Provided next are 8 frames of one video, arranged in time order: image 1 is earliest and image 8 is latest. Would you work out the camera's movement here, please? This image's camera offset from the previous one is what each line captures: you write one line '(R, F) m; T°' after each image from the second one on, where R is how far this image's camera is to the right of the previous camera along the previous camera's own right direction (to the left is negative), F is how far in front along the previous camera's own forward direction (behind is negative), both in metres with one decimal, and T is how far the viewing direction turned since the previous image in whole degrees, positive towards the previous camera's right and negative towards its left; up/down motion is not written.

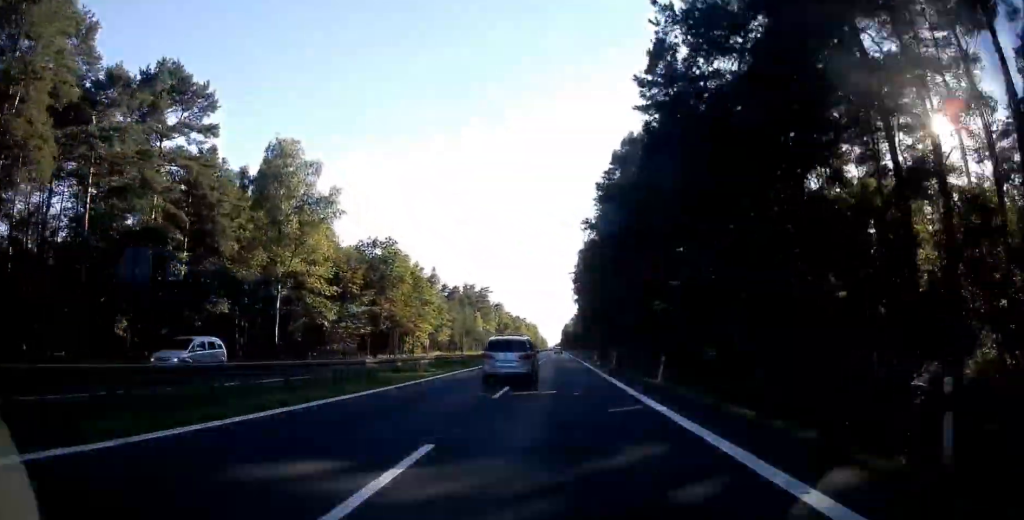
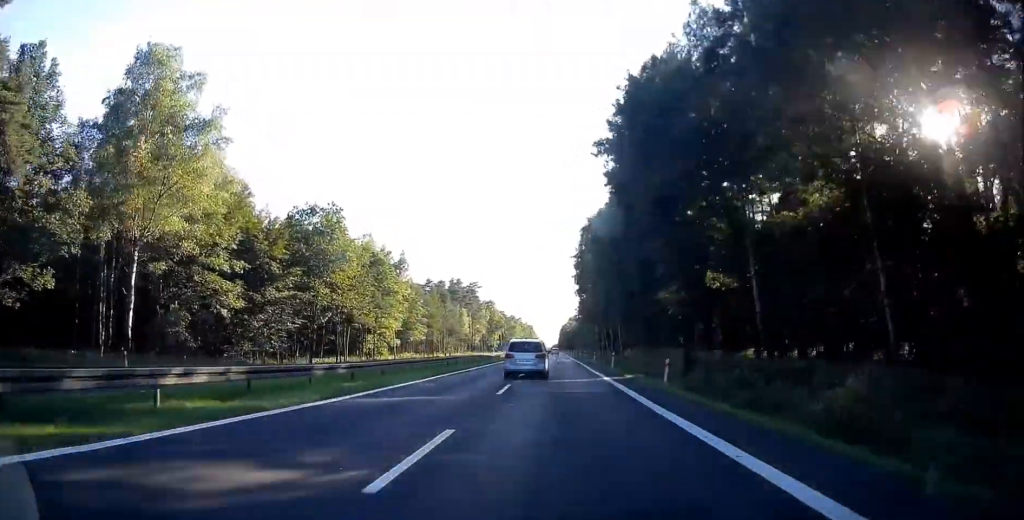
(-0.1, +22.1) m; +1°
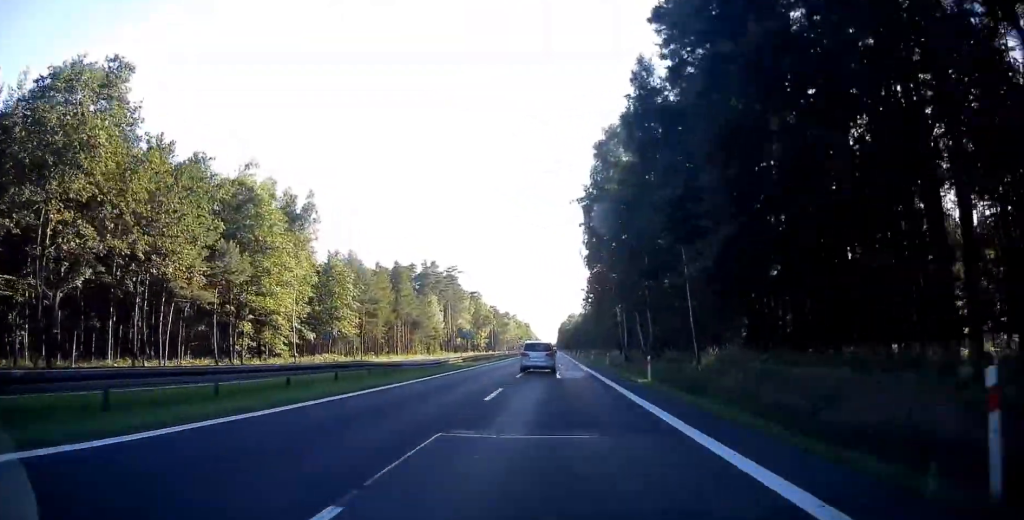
(+0.2, +37.7) m; -1°
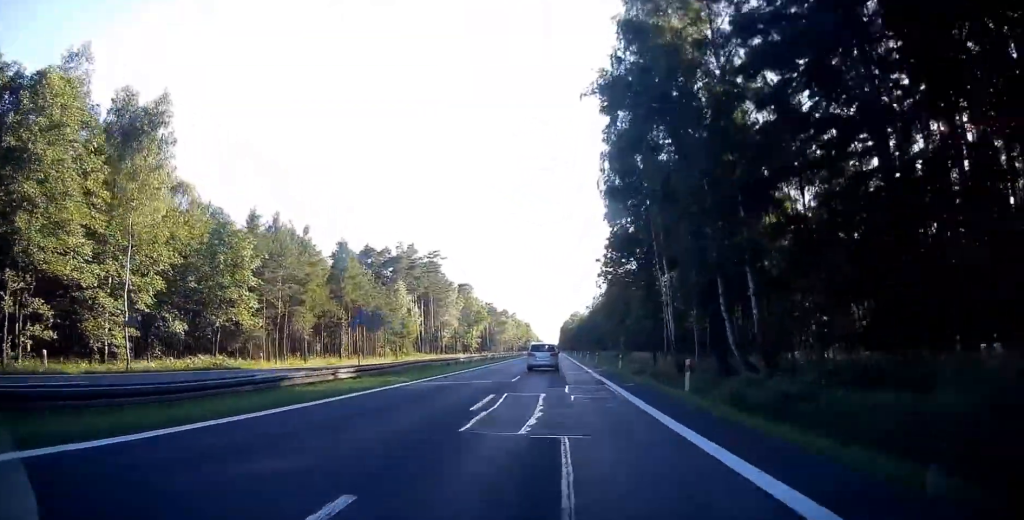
(-0.3, +26.5) m; -1°
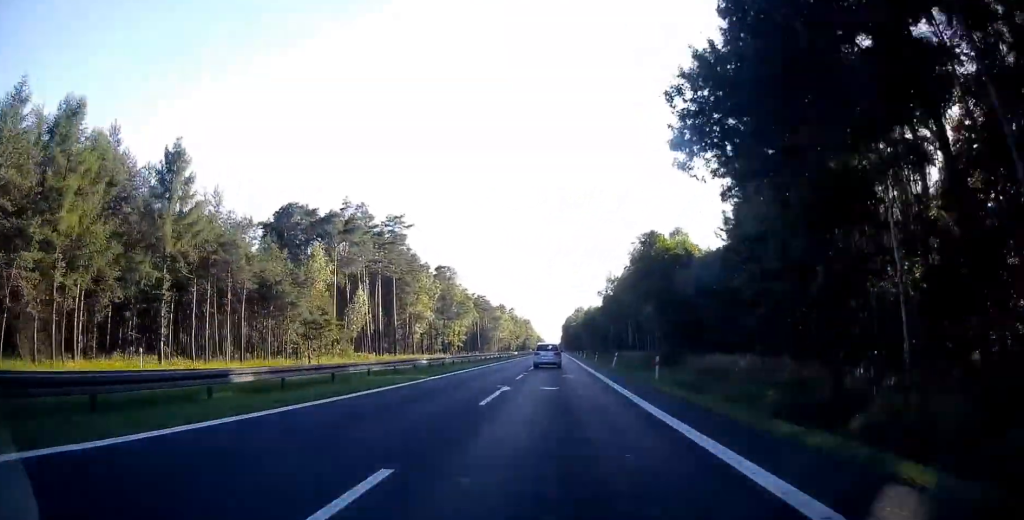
(0.0, +34.6) m; +3°
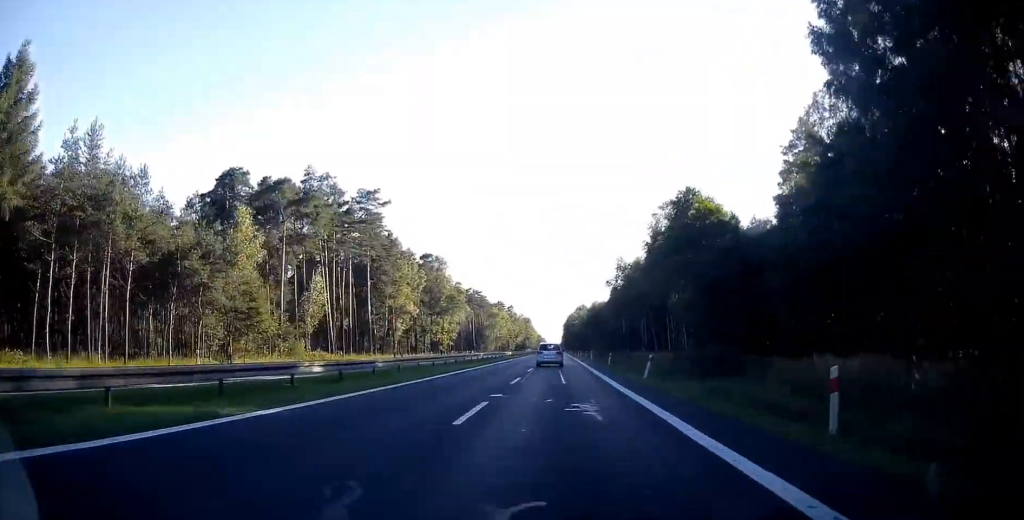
(+0.6, +15.7) m; +1°
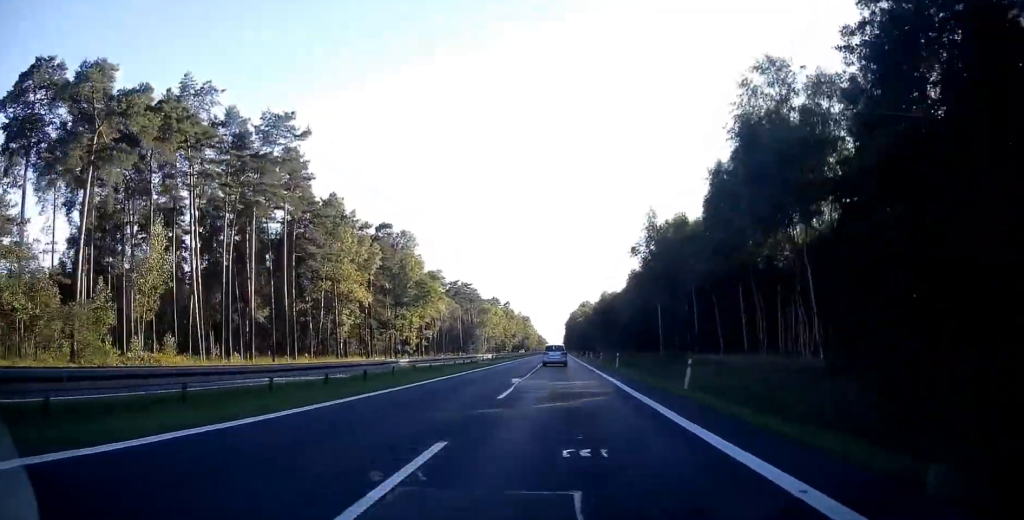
(+0.2, +29.7) m; 0°
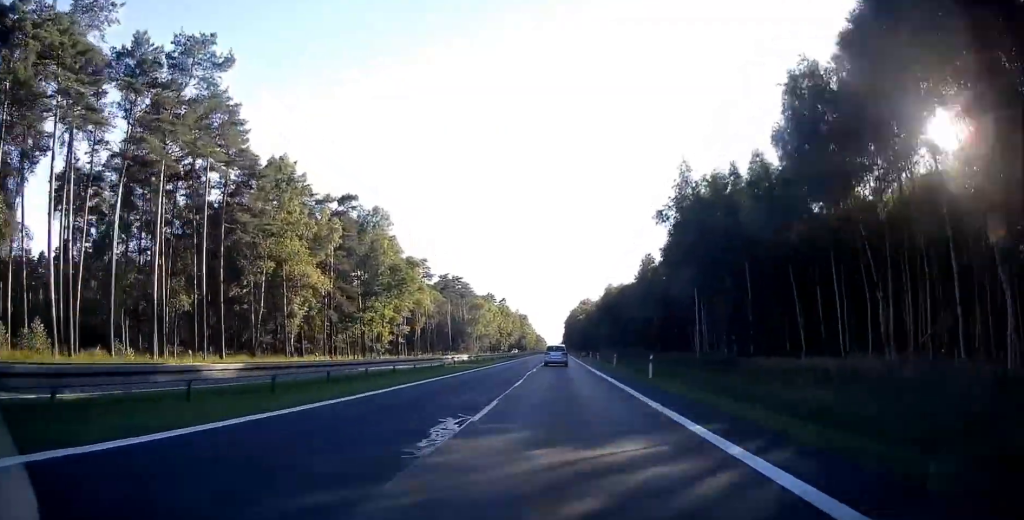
(-0.2, +15.9) m; -1°
